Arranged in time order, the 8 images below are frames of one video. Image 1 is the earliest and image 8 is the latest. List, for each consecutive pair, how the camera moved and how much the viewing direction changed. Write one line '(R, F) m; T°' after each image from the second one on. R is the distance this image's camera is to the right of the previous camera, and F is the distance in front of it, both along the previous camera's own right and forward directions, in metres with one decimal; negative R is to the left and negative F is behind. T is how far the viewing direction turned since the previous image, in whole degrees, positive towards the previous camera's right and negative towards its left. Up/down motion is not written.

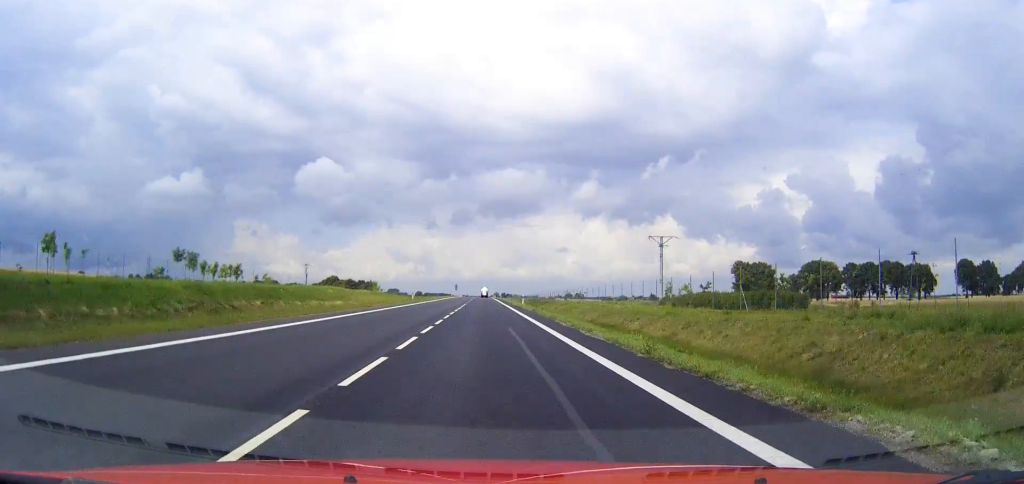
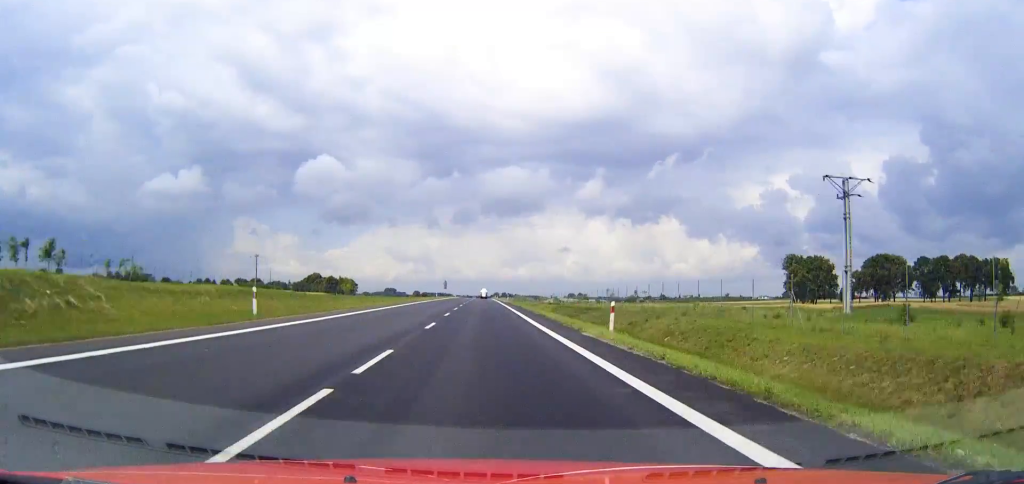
(0.0, +58.4) m; 0°
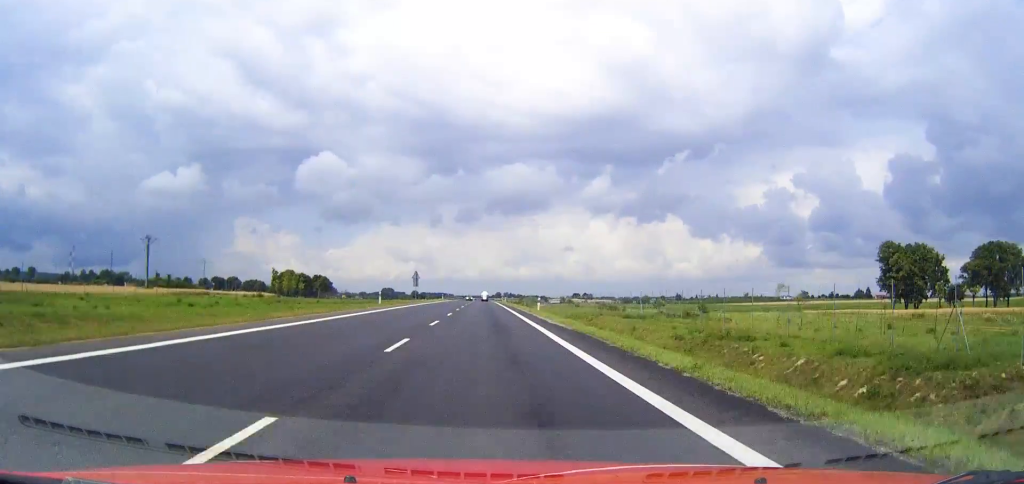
(0.0, +69.1) m; 0°
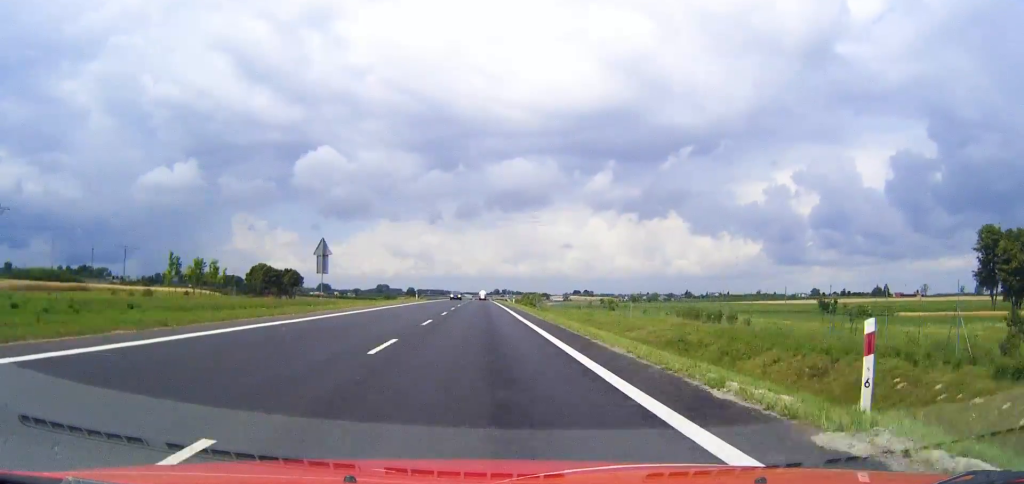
(-0.1, +49.8) m; 0°
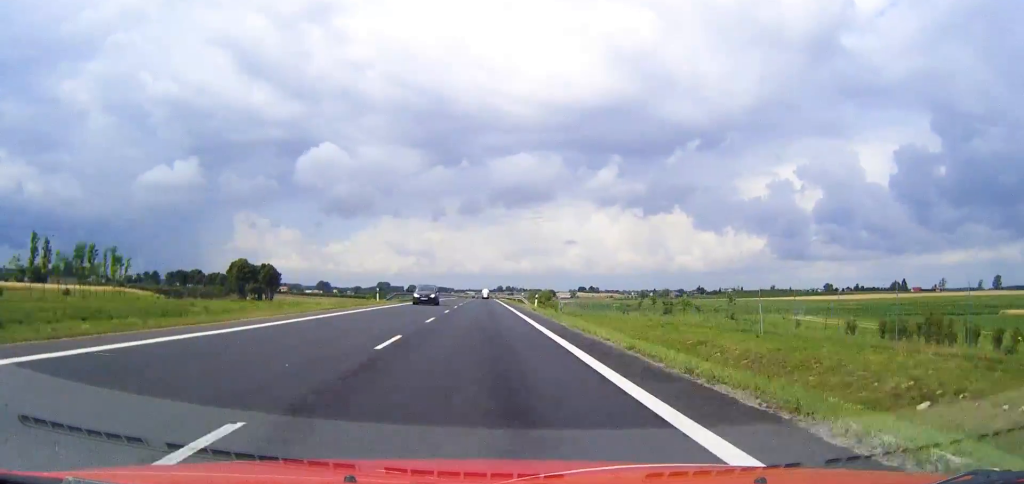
(0.0, +35.2) m; 0°
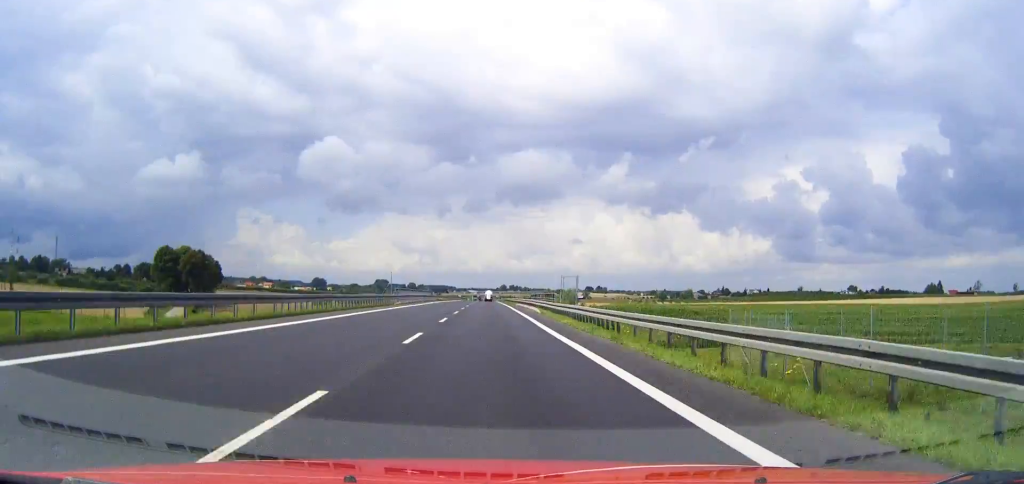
(-0.1, +69.8) m; 0°
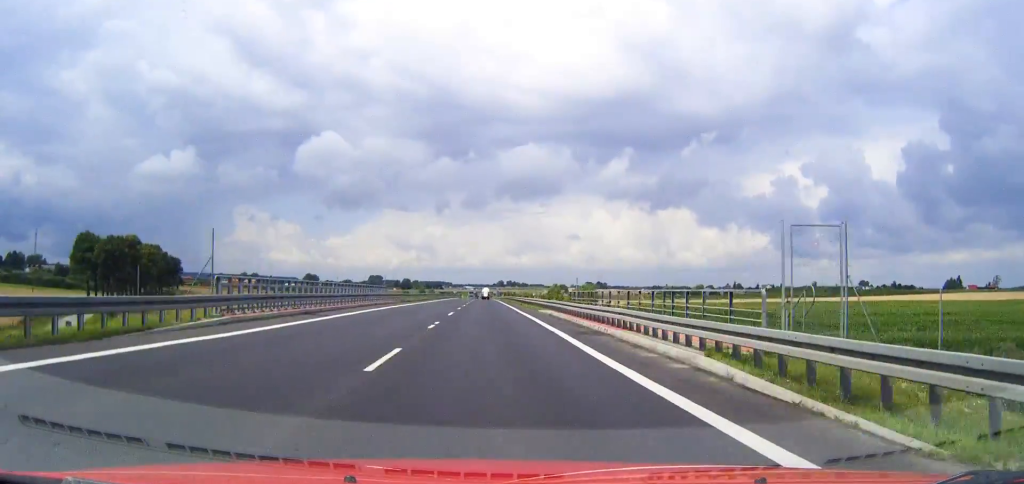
(+0.1, +42.1) m; 0°
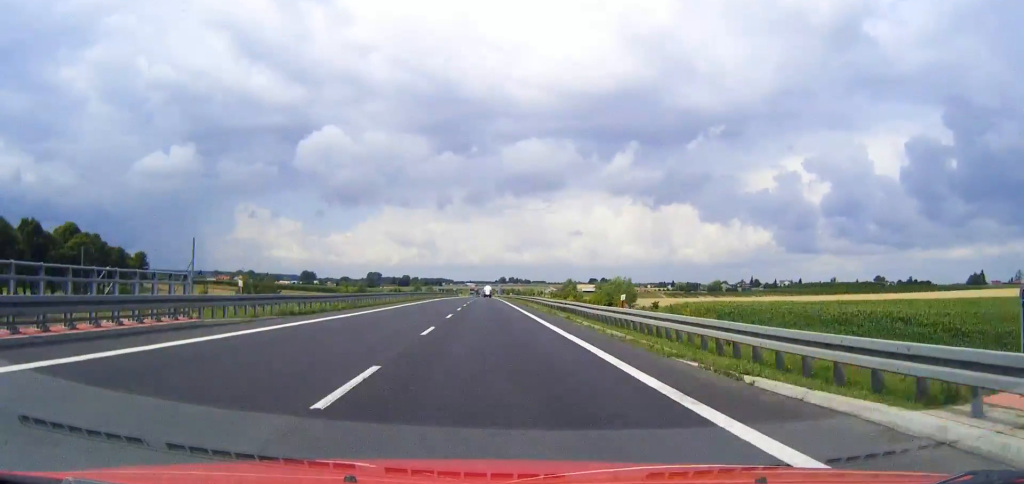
(+0.1, +39.6) m; 0°
